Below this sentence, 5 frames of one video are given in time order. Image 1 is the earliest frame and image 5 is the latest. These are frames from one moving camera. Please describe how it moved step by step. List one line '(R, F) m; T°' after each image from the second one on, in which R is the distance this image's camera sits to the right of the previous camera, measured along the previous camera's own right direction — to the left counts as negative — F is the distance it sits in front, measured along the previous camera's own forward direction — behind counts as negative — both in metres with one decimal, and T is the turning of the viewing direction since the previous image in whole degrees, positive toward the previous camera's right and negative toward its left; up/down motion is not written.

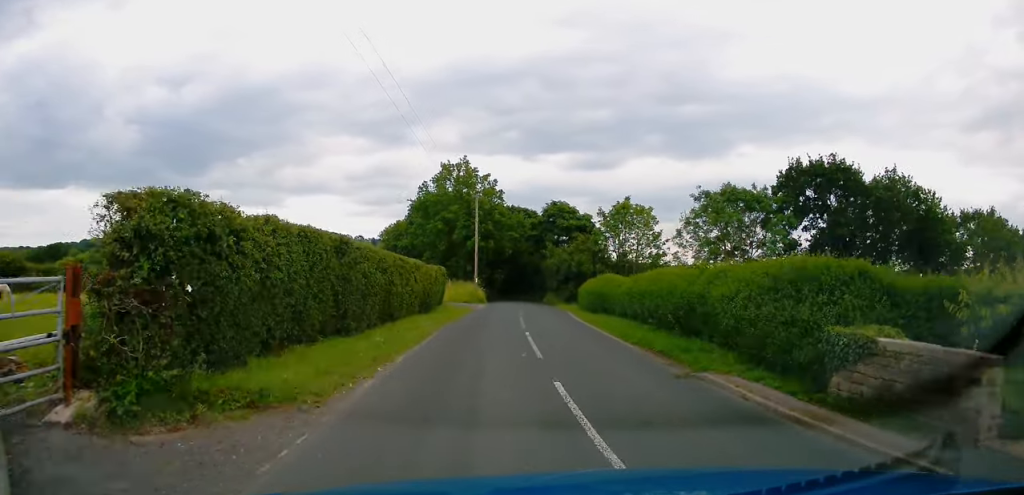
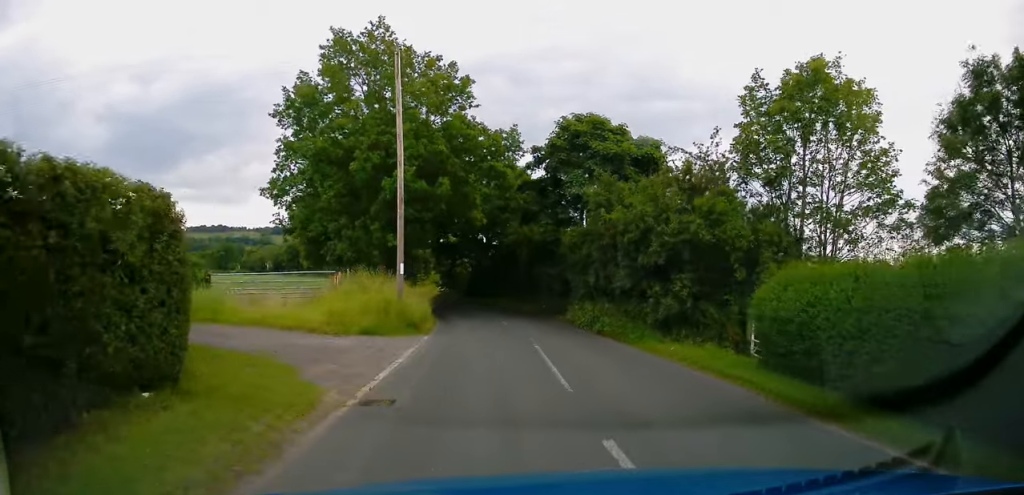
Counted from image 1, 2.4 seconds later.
(+0.9, +30.4) m; +3°
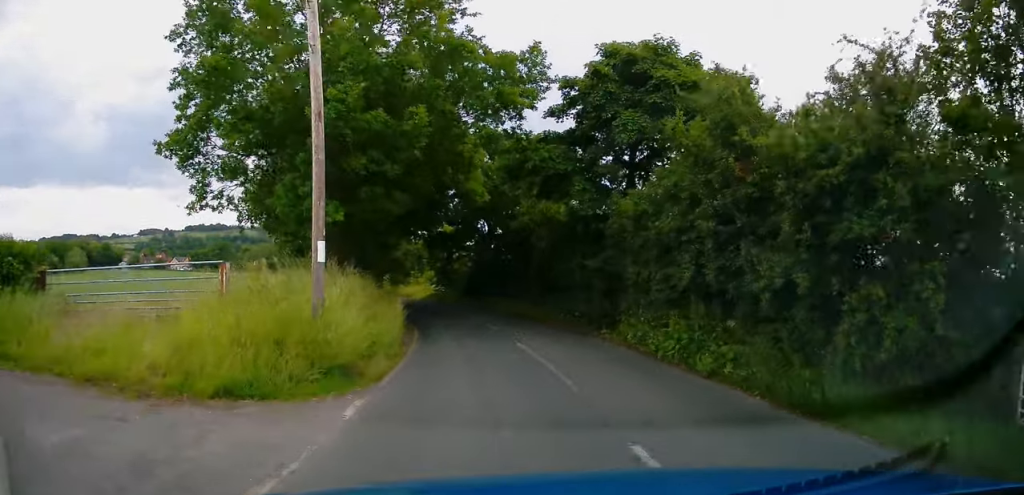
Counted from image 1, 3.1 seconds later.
(-0.2, +9.0) m; -1°
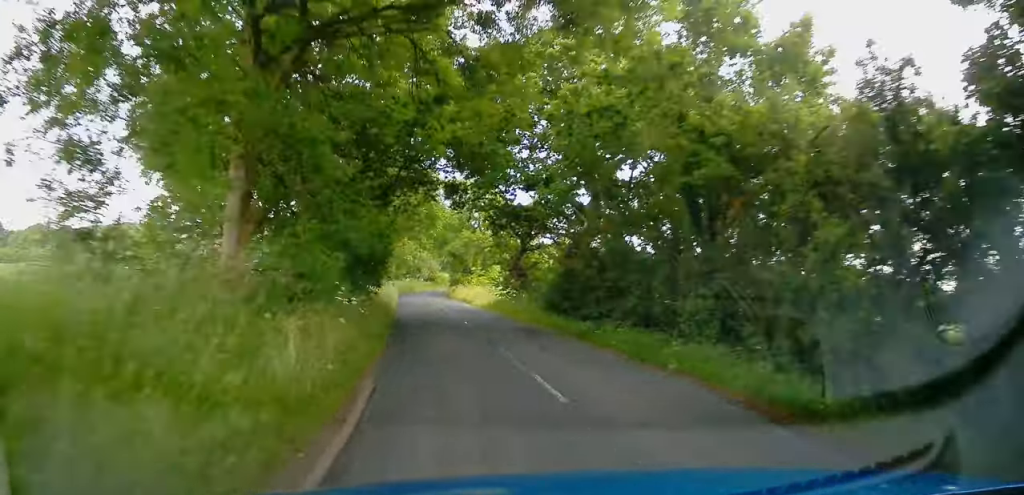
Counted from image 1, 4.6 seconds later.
(-0.4, +18.3) m; -3°
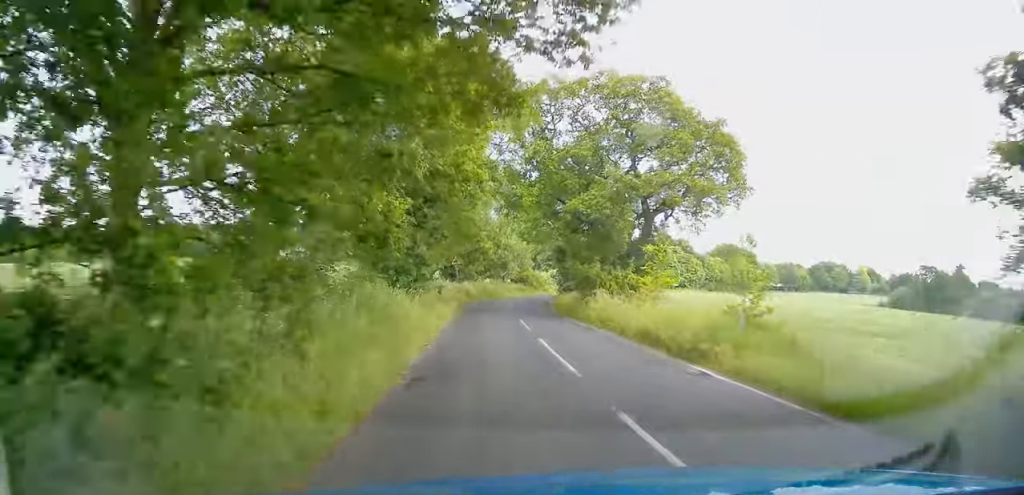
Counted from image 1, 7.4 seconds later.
(-5.0, +32.8) m; -11°
